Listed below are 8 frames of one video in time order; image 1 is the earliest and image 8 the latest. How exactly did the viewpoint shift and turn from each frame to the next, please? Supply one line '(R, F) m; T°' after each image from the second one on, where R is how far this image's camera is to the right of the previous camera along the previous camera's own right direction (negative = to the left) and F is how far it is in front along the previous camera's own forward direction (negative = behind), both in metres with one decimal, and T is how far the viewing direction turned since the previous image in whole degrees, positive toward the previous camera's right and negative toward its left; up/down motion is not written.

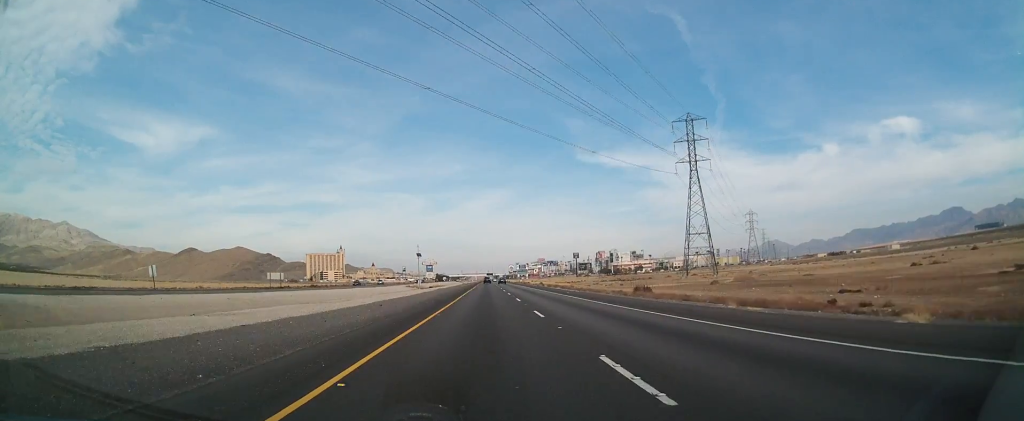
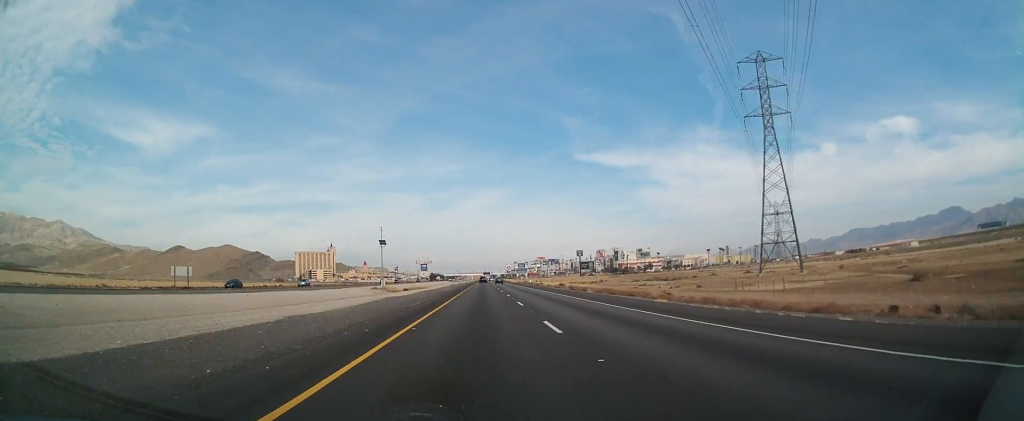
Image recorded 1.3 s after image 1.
(-0.4, +49.7) m; 0°
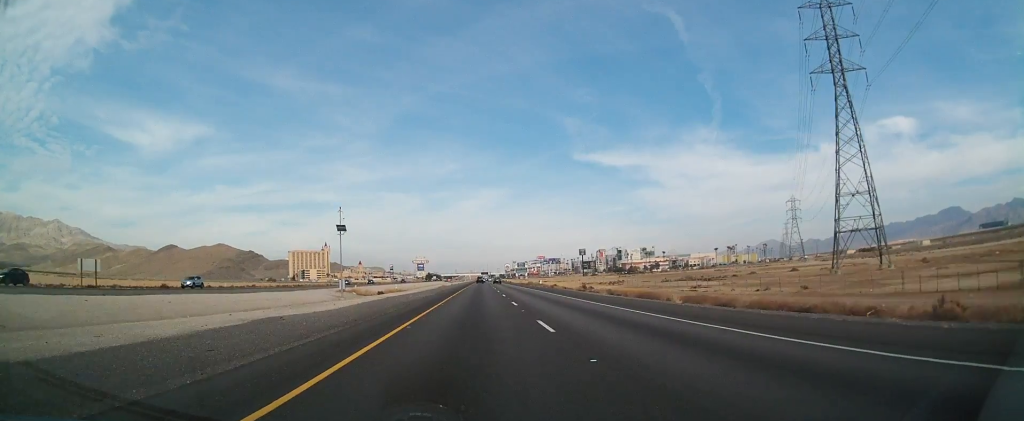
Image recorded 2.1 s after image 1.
(+0.1, +28.7) m; 0°
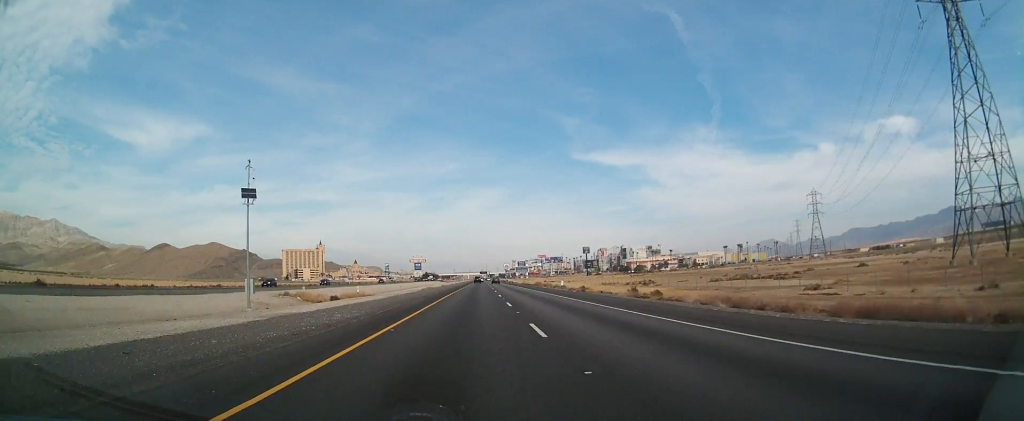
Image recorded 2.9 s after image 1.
(+0.2, +30.1) m; 0°
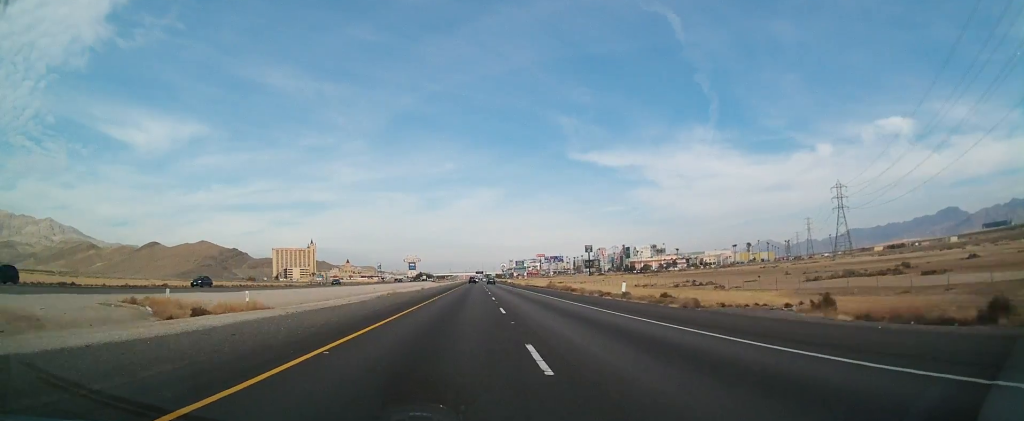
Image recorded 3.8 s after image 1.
(-0.1, +34.1) m; 0°
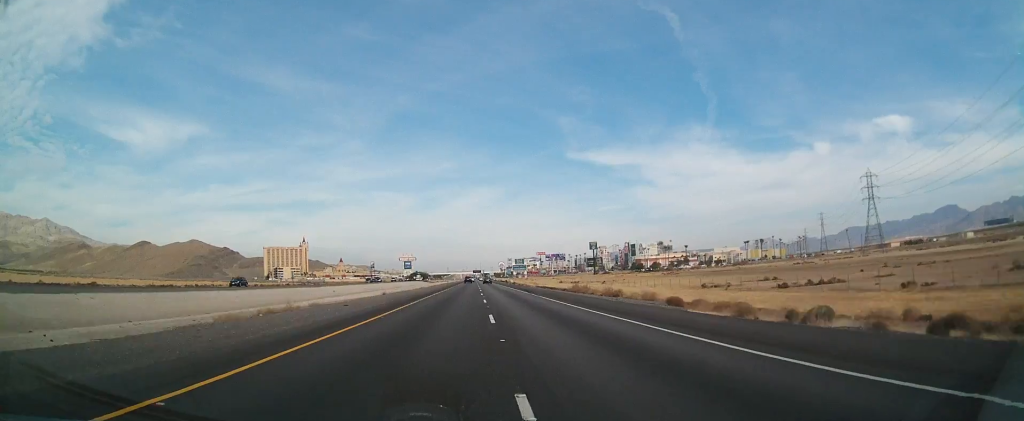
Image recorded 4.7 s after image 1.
(0.0, +34.2) m; 0°
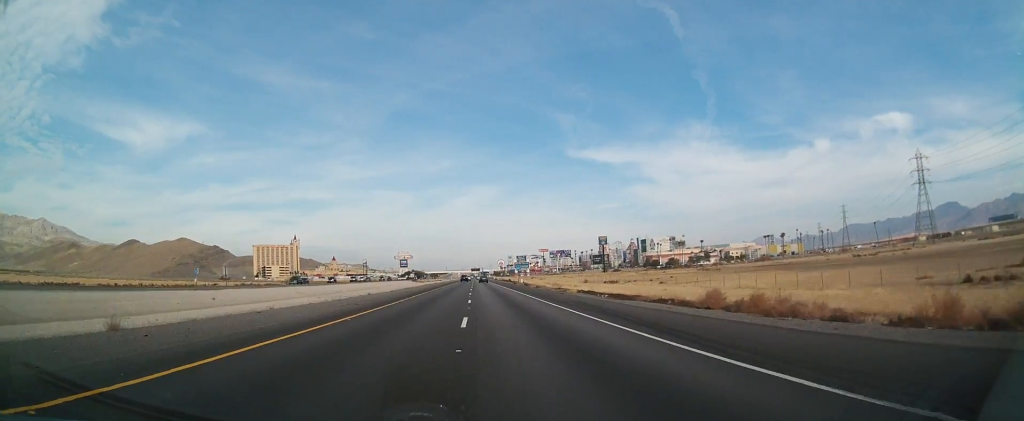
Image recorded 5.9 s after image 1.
(-0.2, +45.6) m; 0°
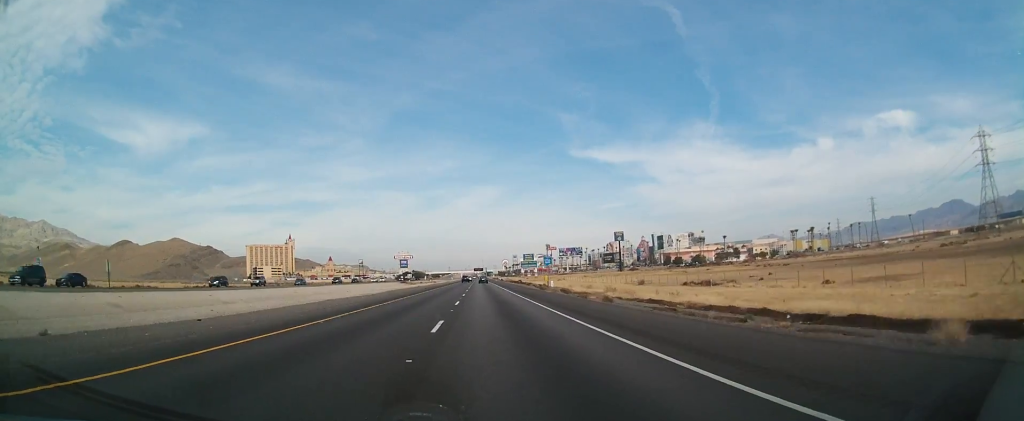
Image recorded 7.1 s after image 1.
(+0.1, +45.4) m; 0°
